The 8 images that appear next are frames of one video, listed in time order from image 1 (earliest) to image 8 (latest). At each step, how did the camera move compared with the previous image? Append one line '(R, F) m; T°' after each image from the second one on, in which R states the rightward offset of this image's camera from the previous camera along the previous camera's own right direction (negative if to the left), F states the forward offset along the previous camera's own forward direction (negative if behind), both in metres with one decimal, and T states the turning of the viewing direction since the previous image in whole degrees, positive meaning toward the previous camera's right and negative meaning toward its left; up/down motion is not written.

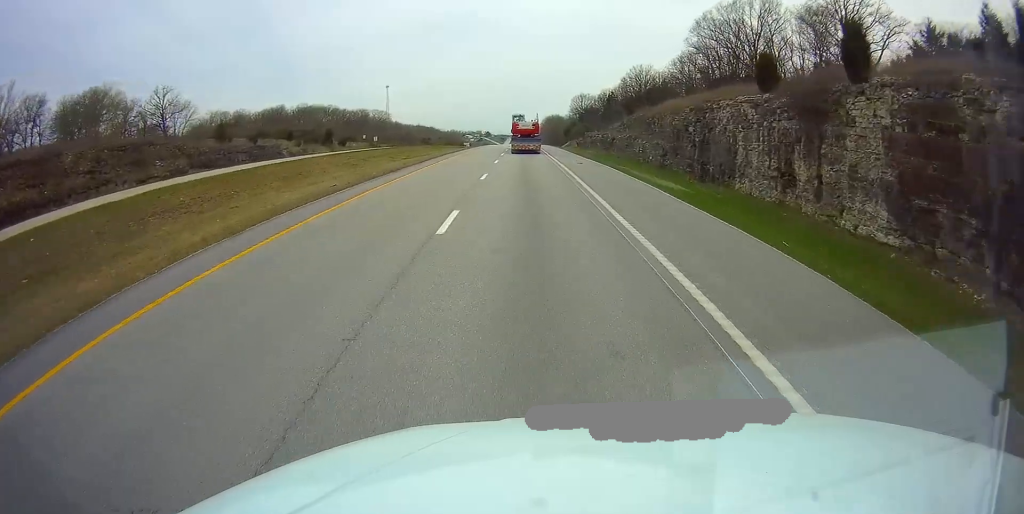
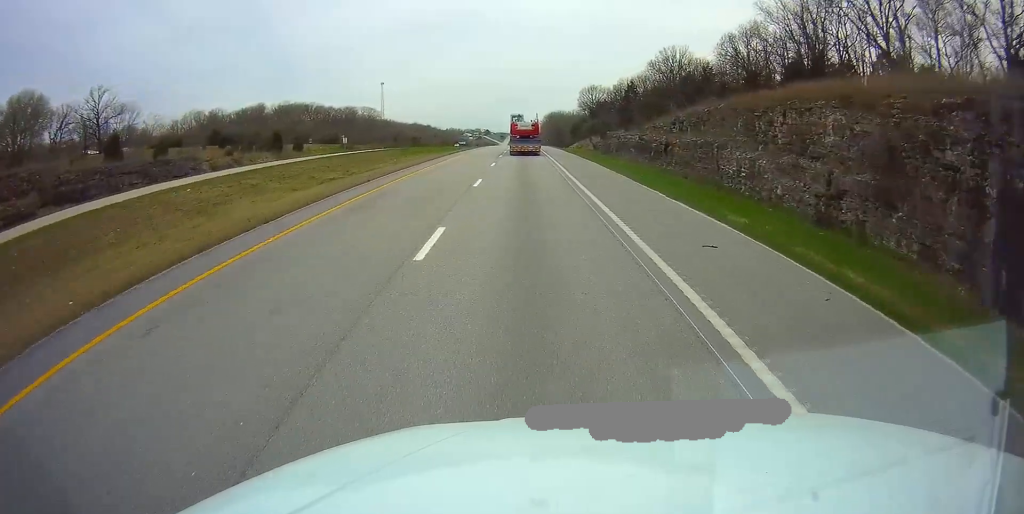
(-0.1, +26.5) m; 0°
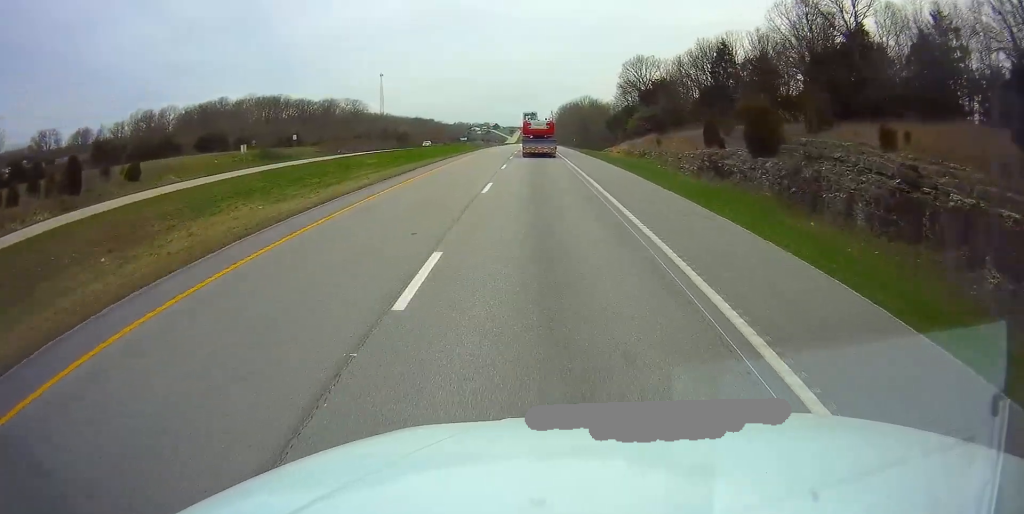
(-0.5, +51.4) m; -1°
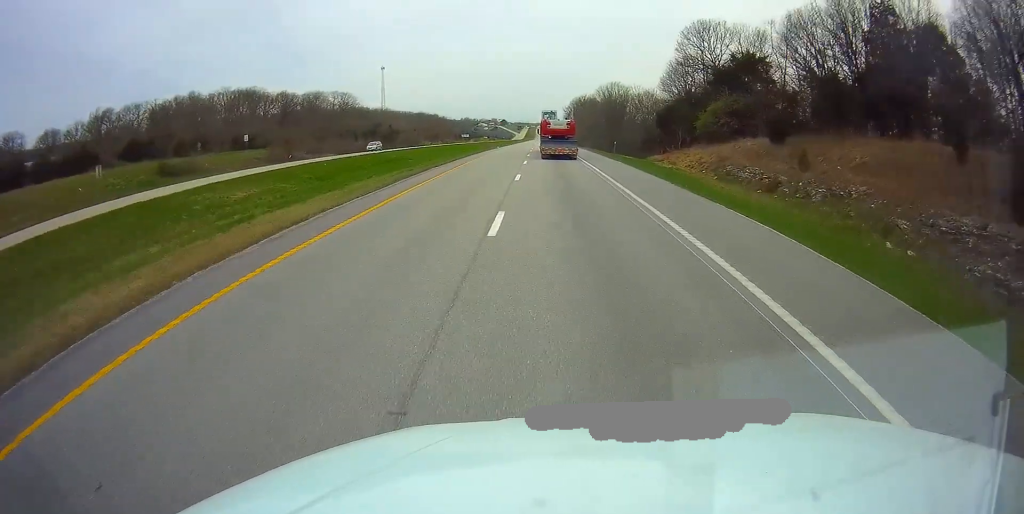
(-0.1, +32.0) m; -1°
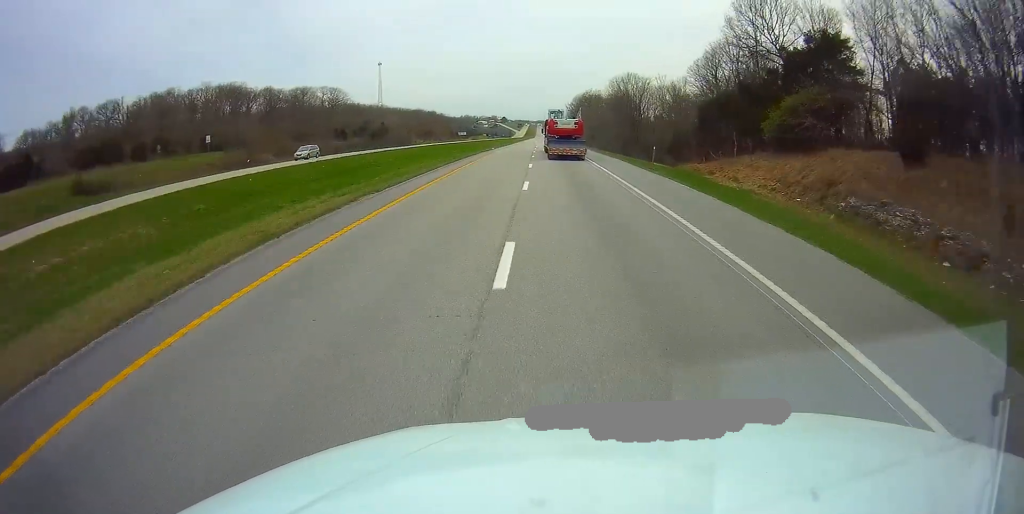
(-0.1, +16.2) m; 0°
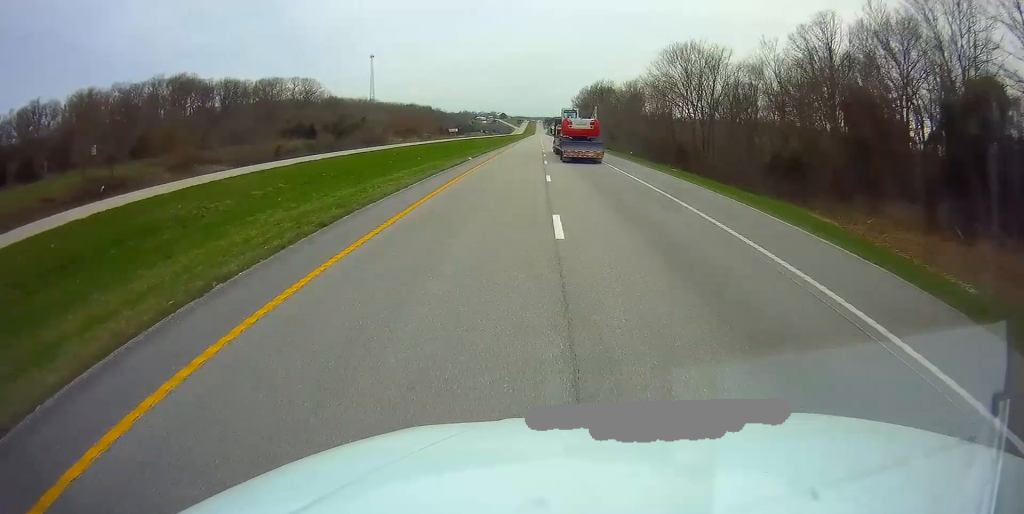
(+0.1, +33.6) m; 0°
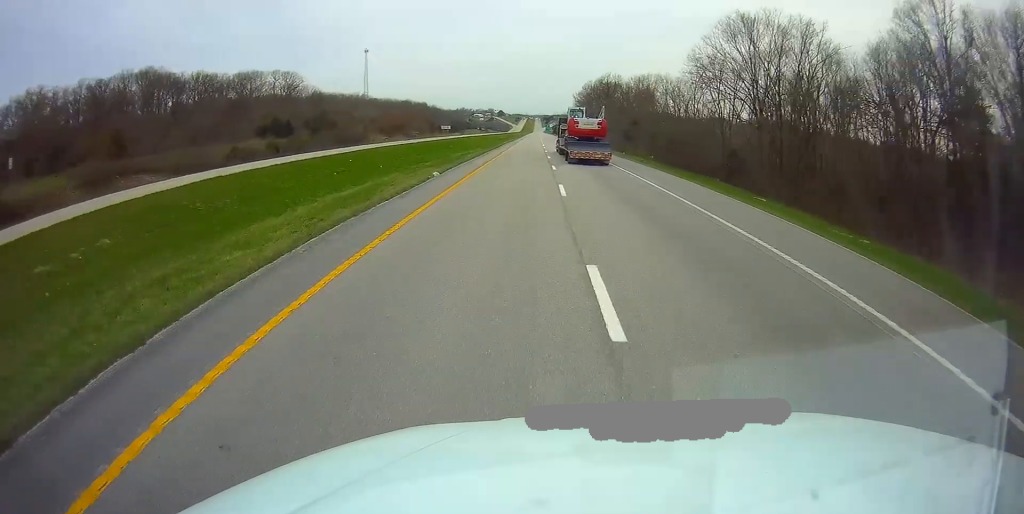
(0.0, +17.4) m; 0°
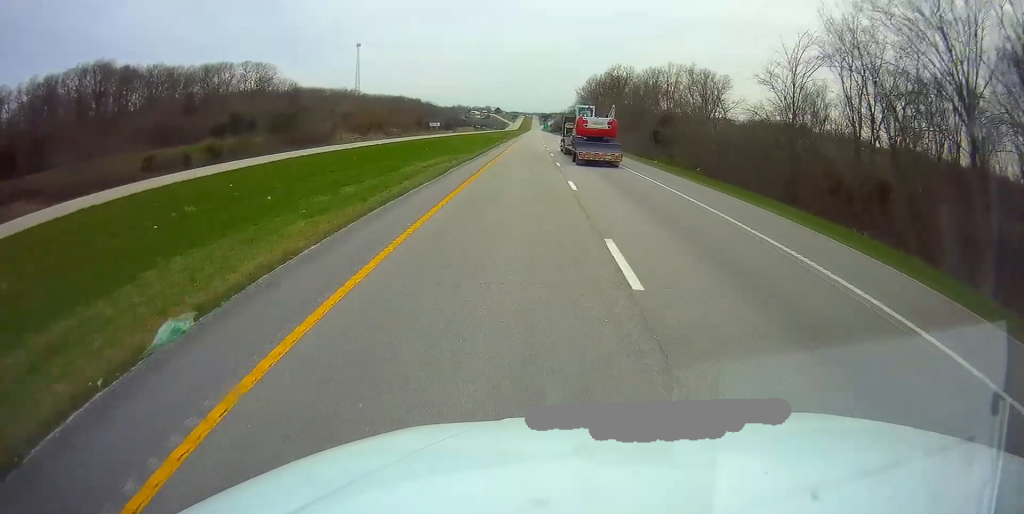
(-0.1, +22.7) m; 0°
